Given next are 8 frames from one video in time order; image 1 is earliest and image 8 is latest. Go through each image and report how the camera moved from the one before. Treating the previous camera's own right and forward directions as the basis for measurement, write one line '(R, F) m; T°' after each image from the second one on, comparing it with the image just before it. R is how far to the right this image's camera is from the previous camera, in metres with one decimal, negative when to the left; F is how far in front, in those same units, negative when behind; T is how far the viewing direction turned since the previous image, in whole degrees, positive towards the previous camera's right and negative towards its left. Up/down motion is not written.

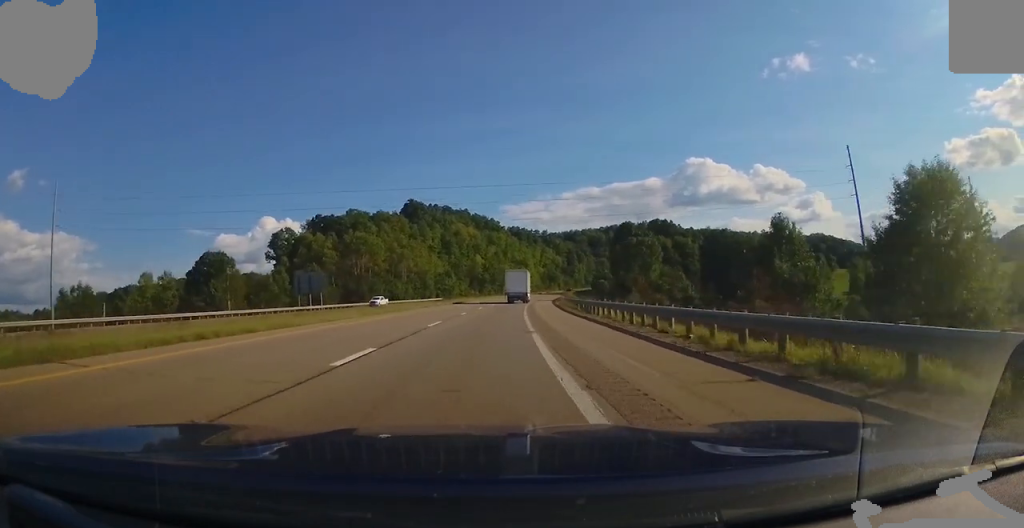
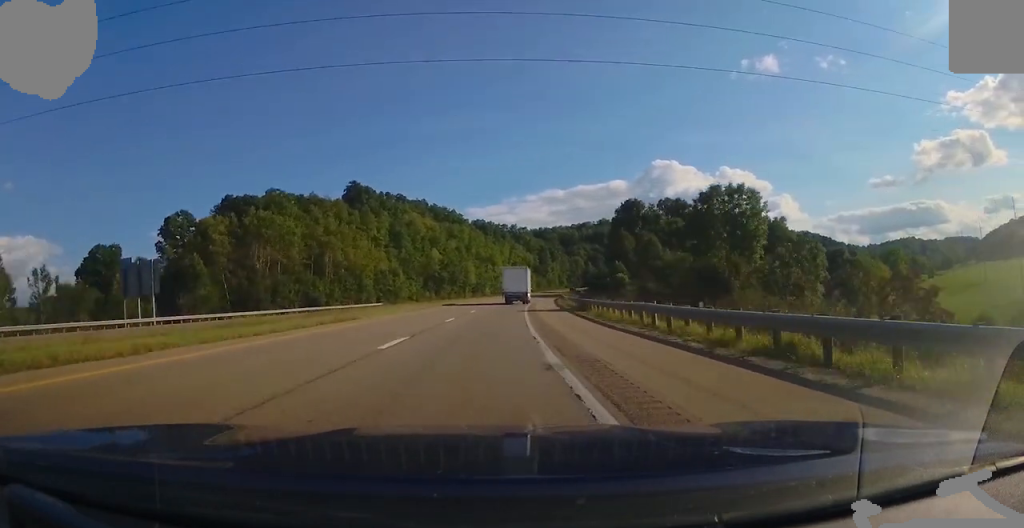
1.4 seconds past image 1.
(+1.9, +45.1) m; +3°
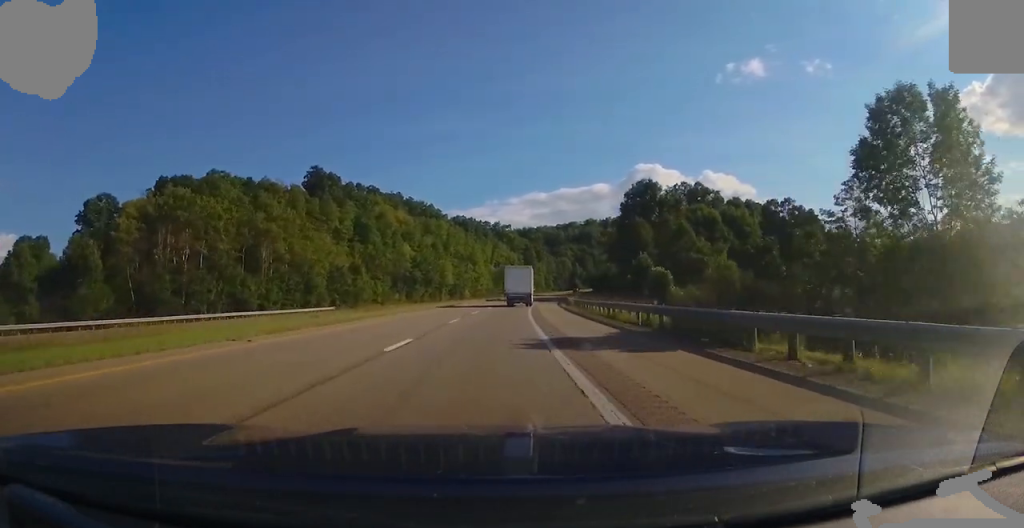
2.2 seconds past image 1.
(0.0, +25.3) m; +1°
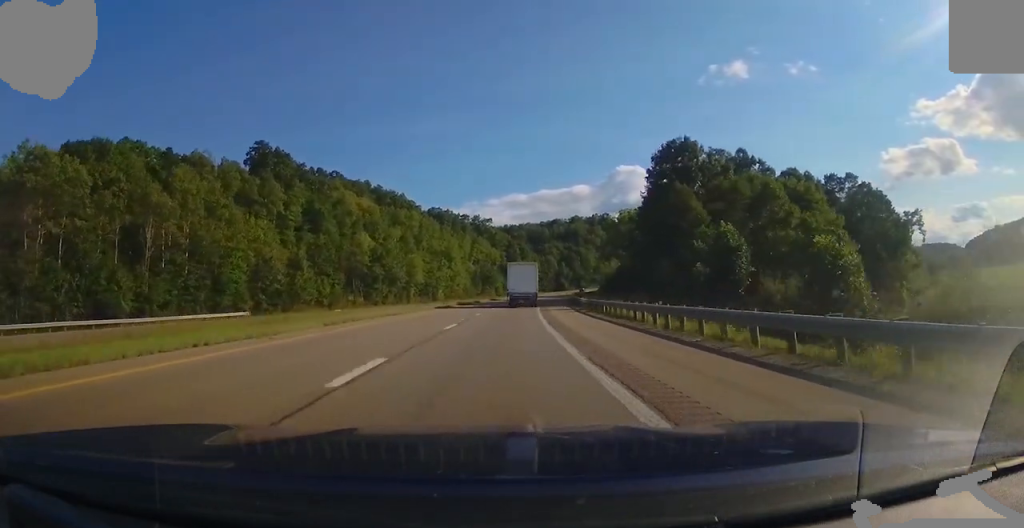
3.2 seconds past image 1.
(+0.3, +29.6) m; +4°
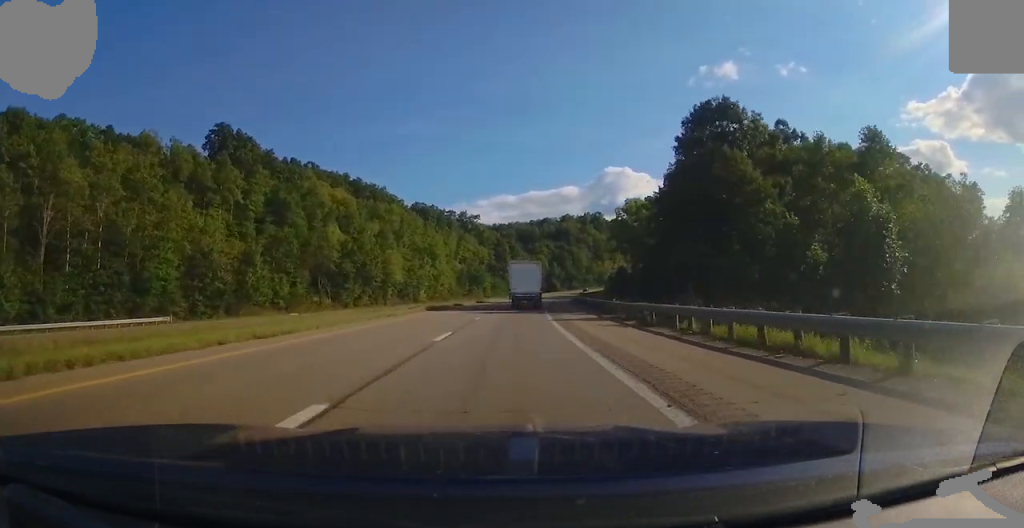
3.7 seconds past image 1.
(+0.5, +16.9) m; +2°
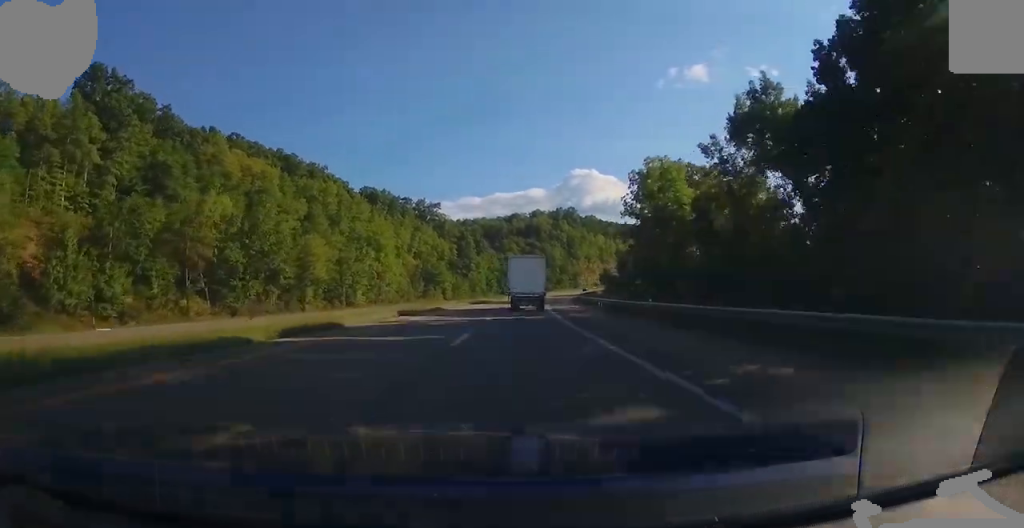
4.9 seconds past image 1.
(+1.8, +38.4) m; +3°
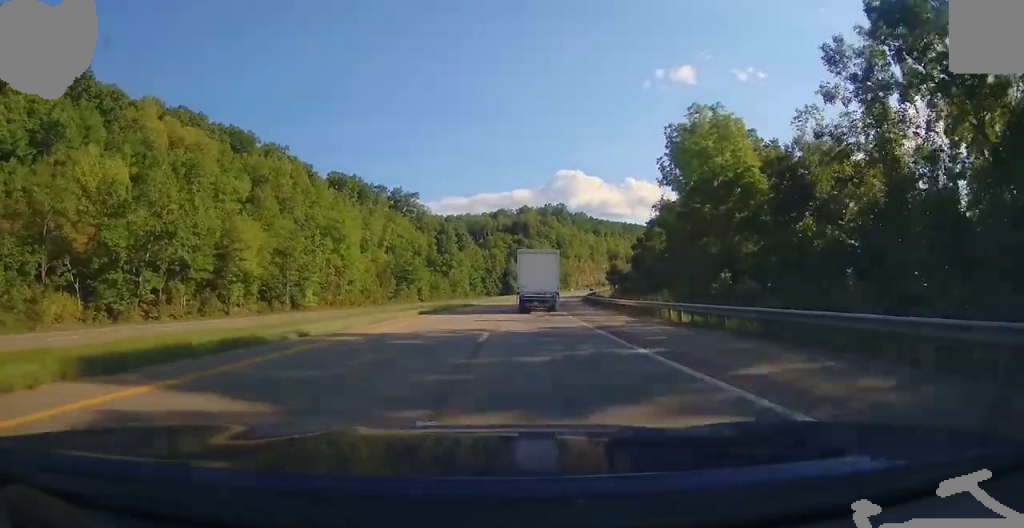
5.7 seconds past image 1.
(0.0, +24.6) m; 0°
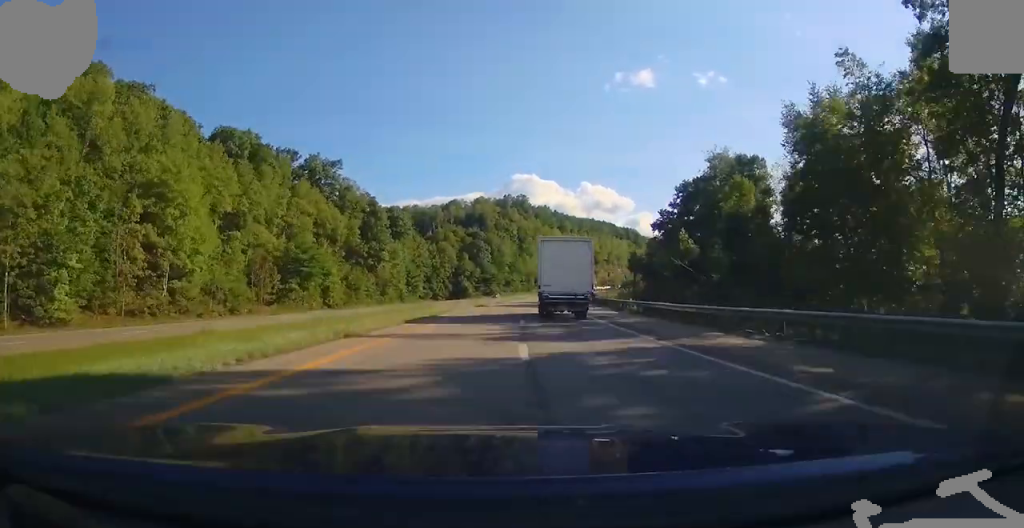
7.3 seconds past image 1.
(+0.1, +53.3) m; +3°
